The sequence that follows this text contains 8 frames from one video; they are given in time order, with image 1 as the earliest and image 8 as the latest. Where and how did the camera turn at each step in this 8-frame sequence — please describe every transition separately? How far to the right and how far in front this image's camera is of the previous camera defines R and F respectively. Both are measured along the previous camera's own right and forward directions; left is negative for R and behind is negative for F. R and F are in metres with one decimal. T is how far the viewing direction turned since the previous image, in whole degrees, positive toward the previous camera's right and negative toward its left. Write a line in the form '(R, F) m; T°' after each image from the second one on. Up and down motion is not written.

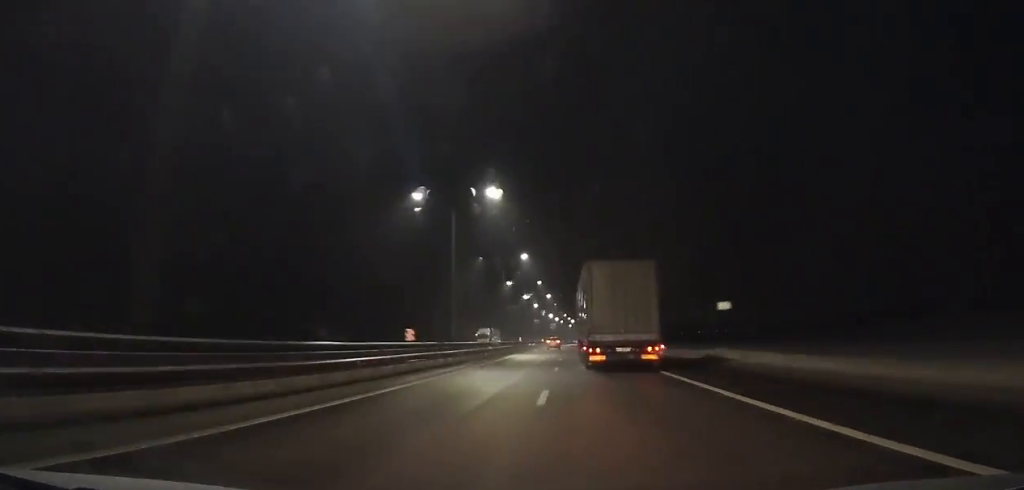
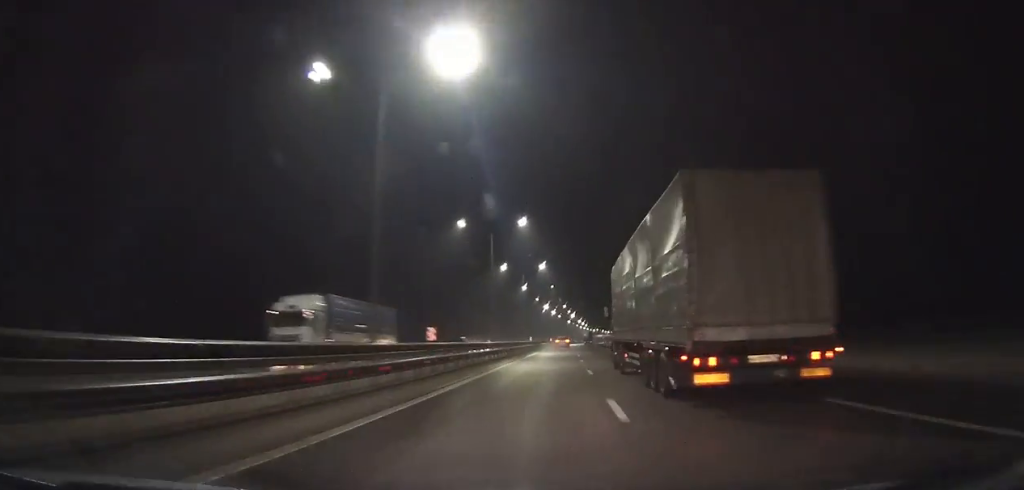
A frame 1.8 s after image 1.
(+0.2, +51.0) m; +1°
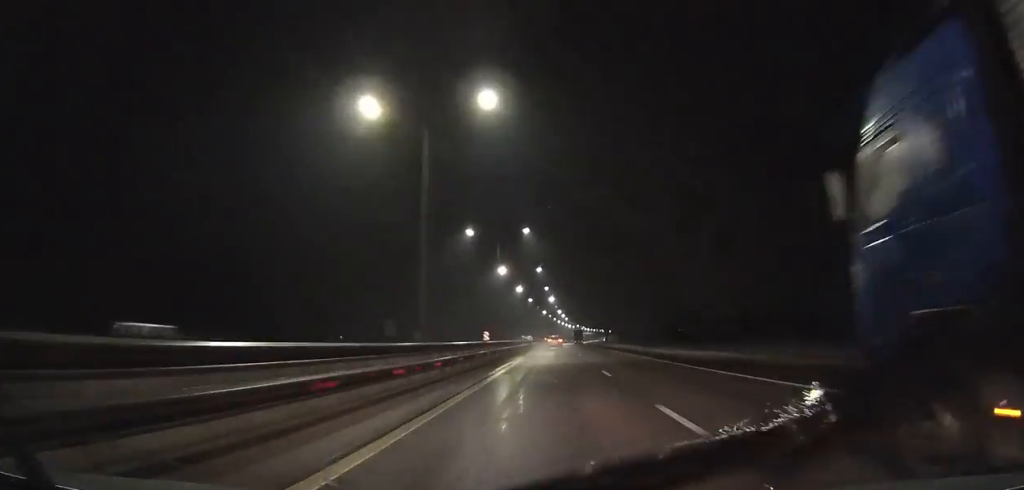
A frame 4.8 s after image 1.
(+1.2, +85.9) m; +2°
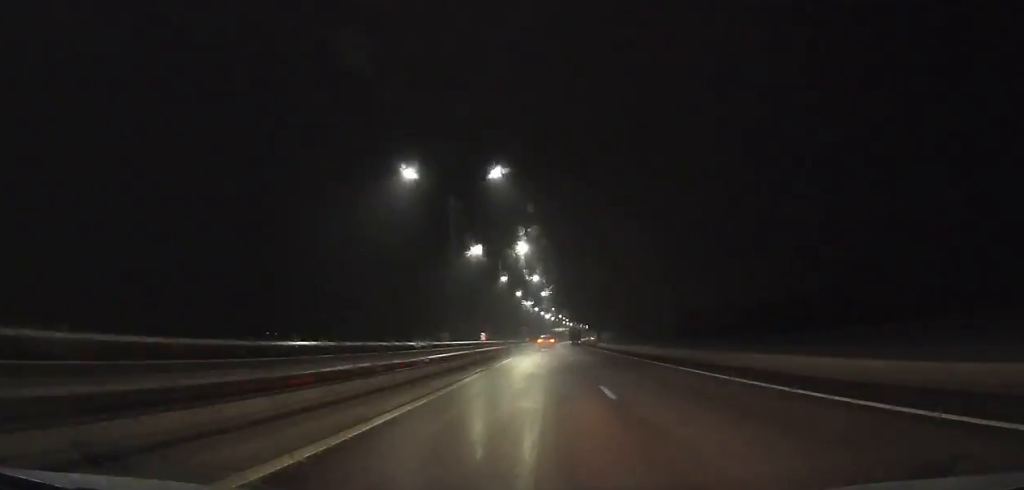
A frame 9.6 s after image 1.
(+3.0, +139.8) m; +2°
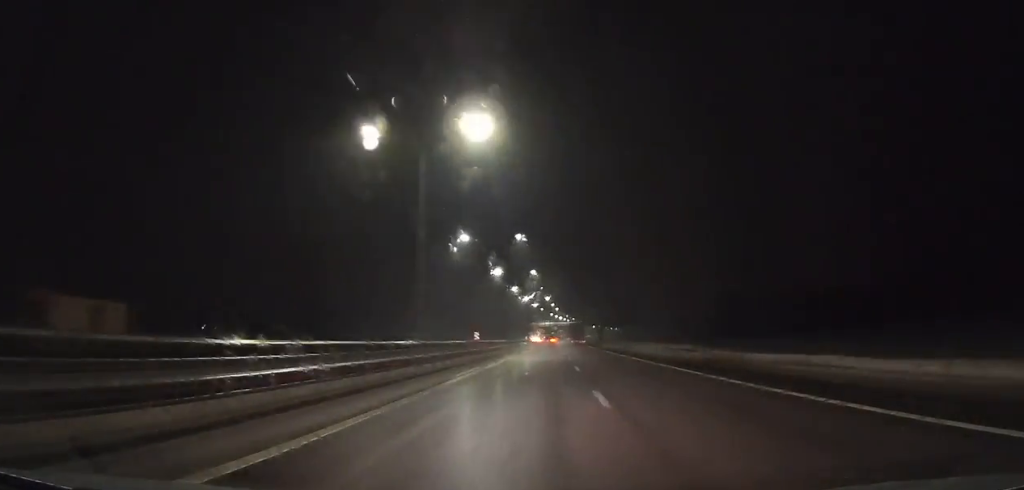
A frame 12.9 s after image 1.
(+1.2, +97.5) m; +1°
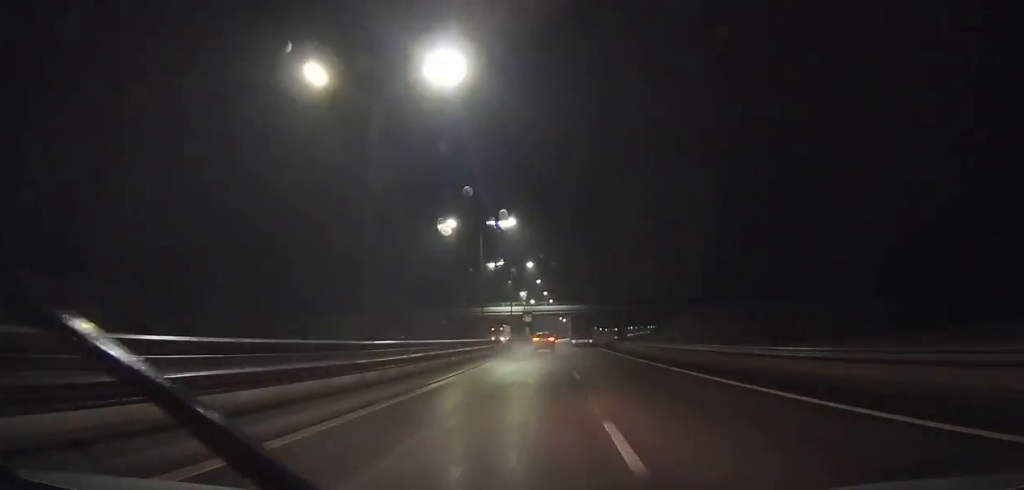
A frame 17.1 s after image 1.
(+1.8, +124.5) m; +2°
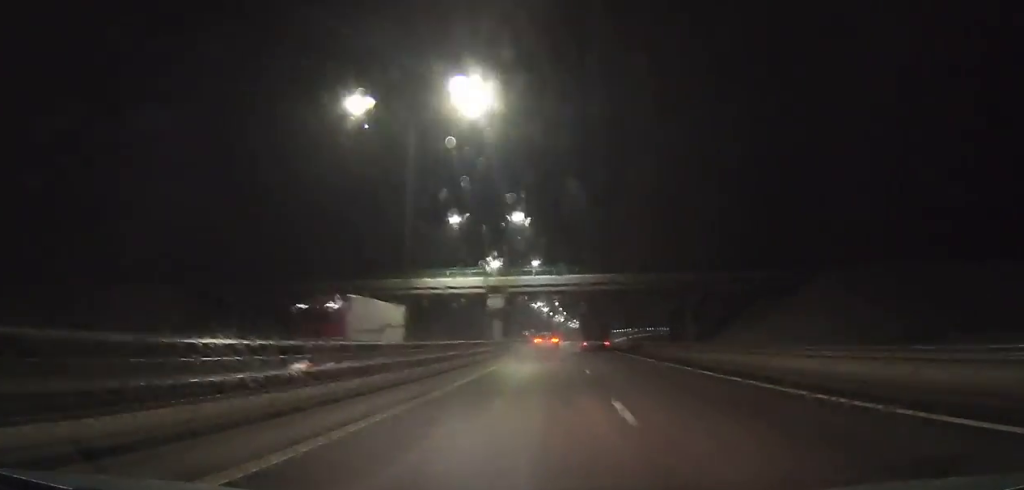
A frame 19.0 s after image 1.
(+0.4, +56.0) m; +1°
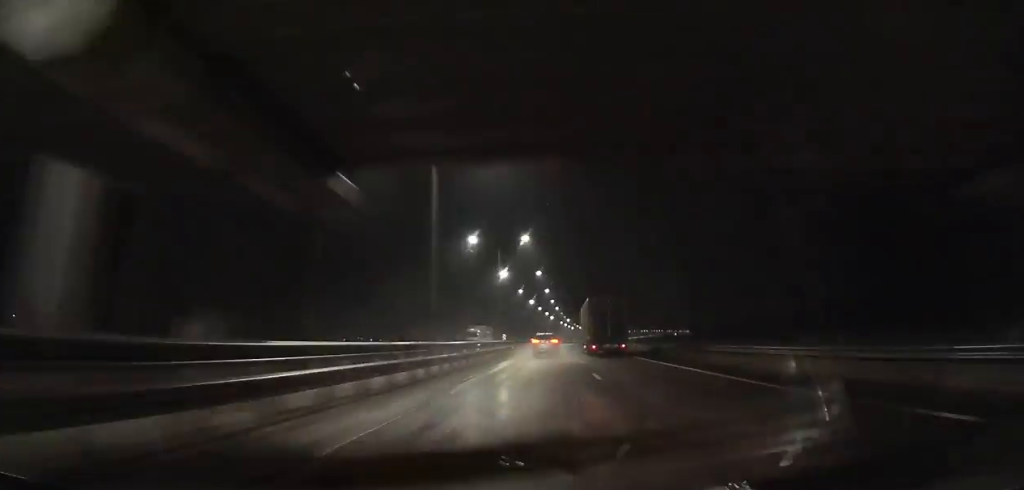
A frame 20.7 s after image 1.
(+0.5, +49.8) m; +1°
